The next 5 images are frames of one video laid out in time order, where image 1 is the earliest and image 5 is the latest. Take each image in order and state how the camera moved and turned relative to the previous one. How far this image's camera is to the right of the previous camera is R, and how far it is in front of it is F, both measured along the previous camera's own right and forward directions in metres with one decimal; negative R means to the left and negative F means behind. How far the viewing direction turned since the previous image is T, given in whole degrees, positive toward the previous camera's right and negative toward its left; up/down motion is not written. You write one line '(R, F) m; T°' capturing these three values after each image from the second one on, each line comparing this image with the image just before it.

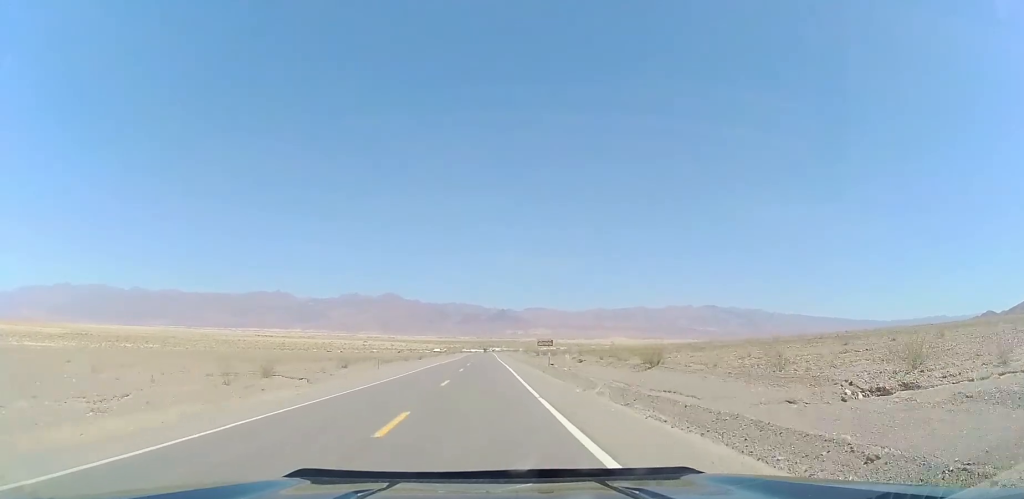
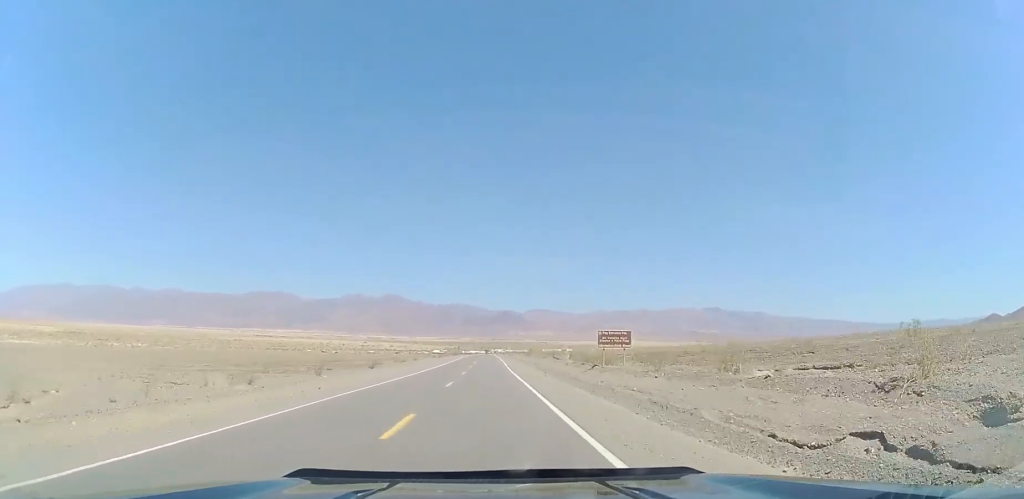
(0.0, +44.0) m; 0°
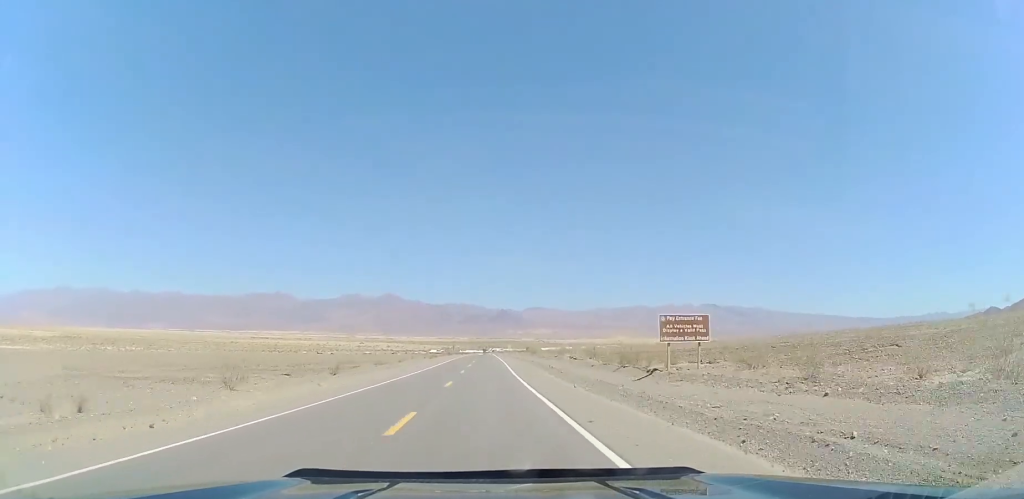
(0.0, +14.3) m; 0°
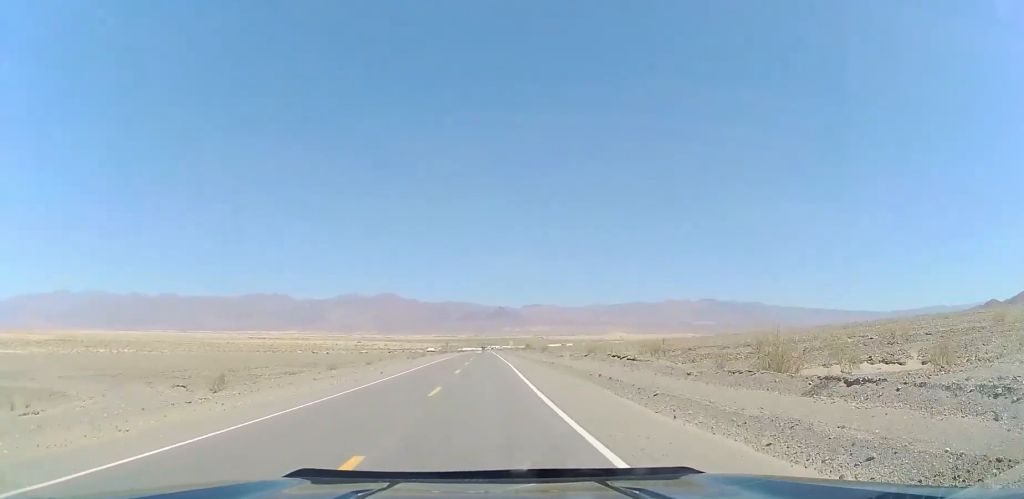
(0.0, +21.0) m; 0°
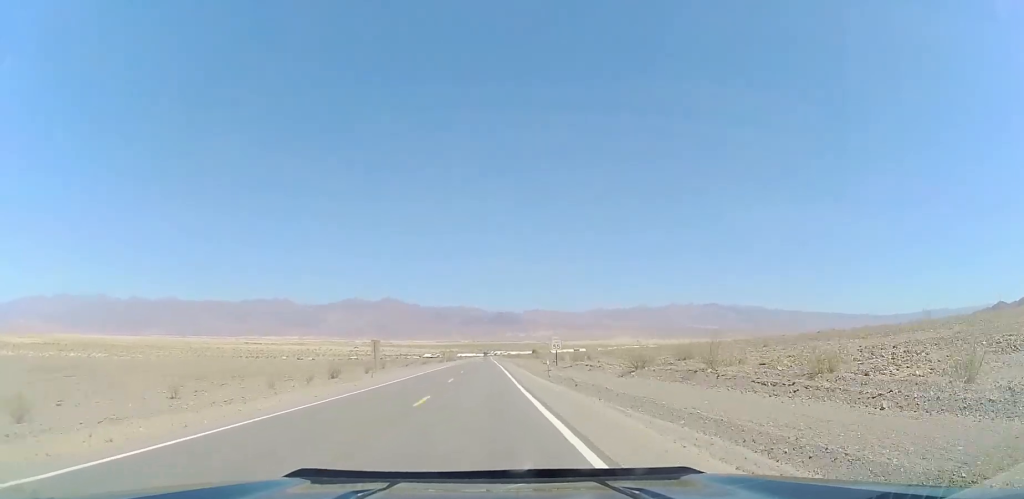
(+1.3, +90.0) m; 0°
